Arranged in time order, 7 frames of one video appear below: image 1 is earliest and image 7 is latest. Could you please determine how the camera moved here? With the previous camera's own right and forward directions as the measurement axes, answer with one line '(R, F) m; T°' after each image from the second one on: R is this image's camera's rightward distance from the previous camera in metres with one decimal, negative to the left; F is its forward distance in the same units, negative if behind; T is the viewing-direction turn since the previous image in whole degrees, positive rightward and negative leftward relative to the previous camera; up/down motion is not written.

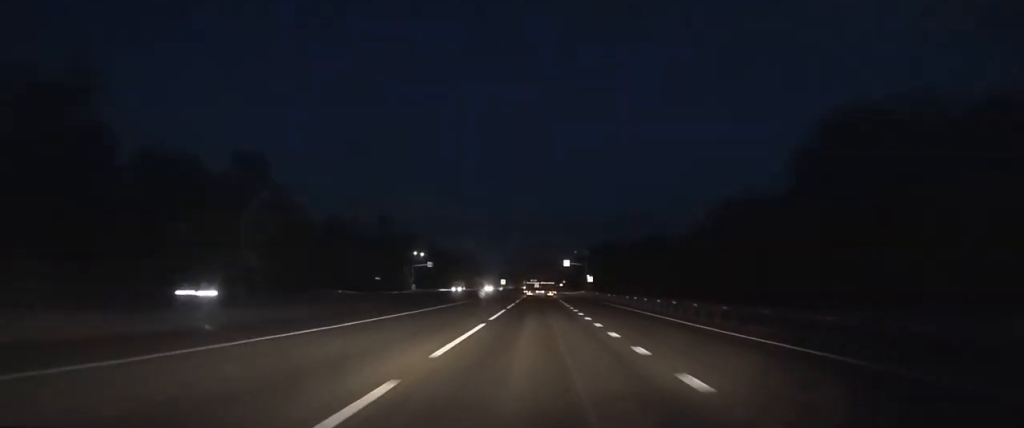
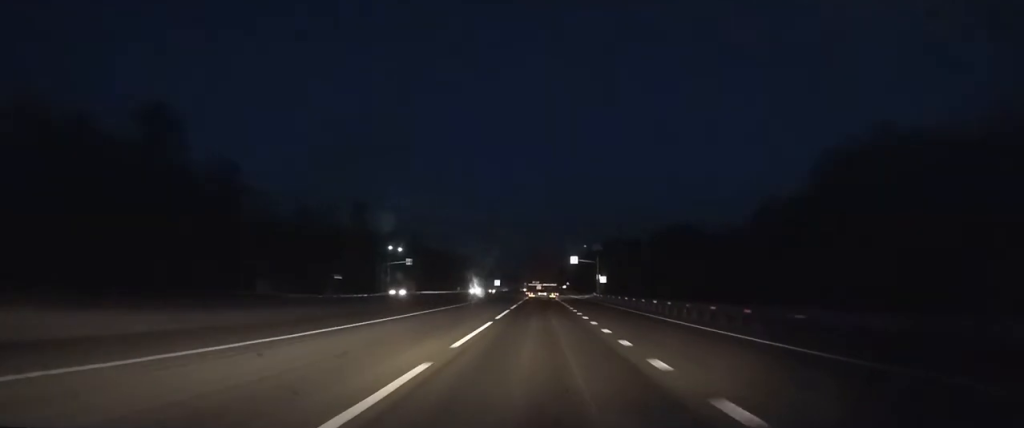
(0.0, +27.5) m; 0°
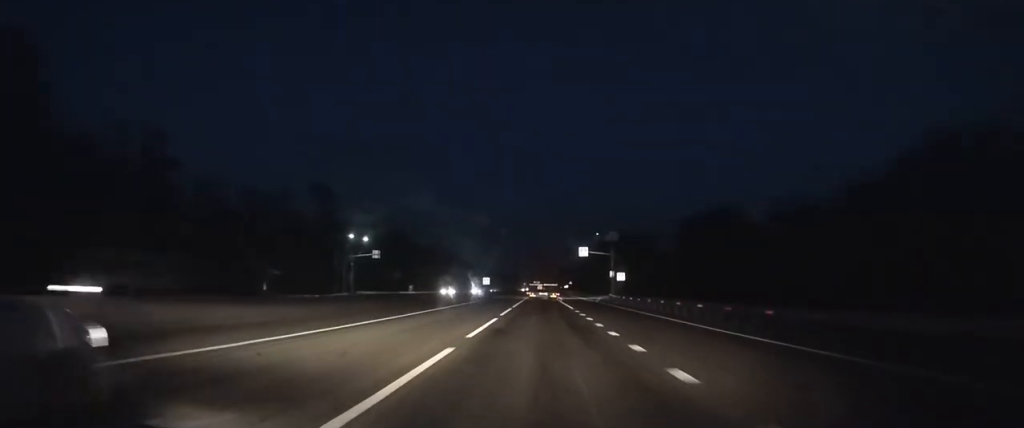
(-0.2, +29.2) m; -1°
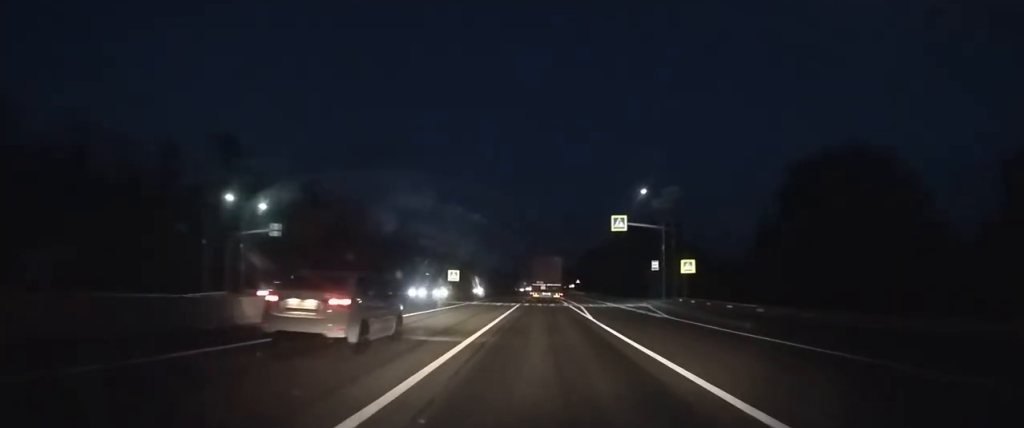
(0.0, +41.3) m; +1°
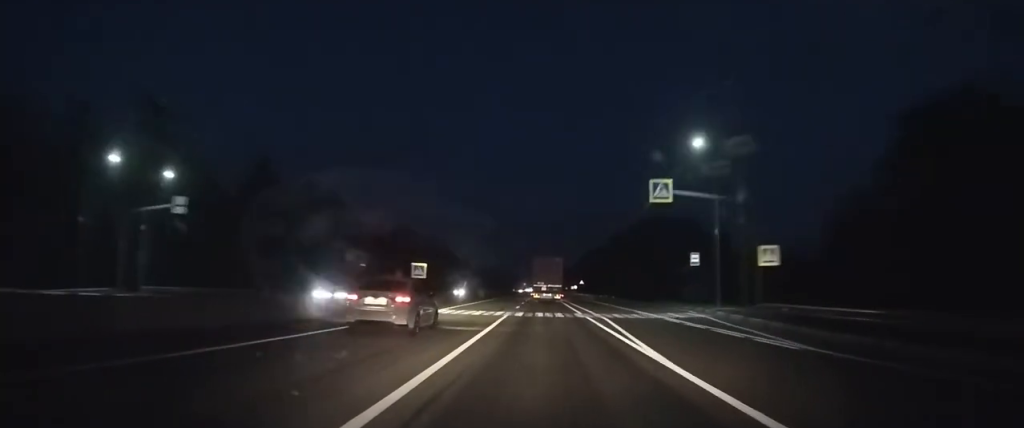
(+0.1, +16.5) m; +1°
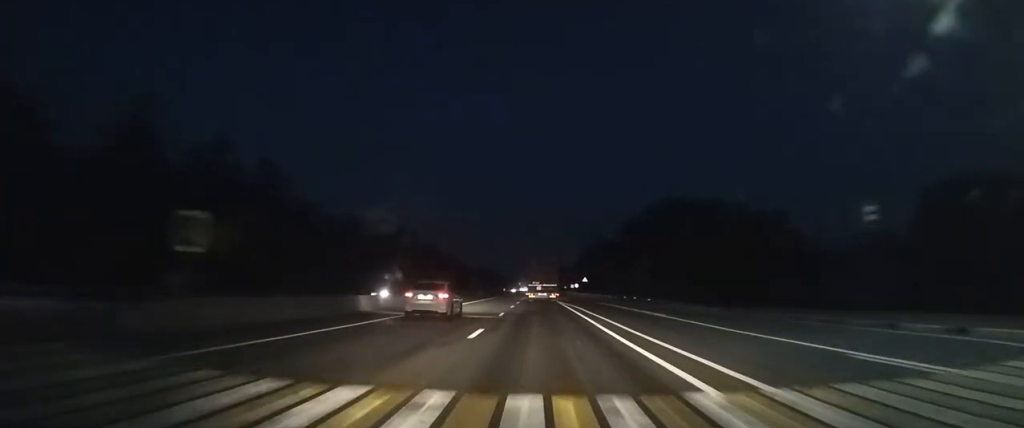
(+0.2, +24.3) m; 0°
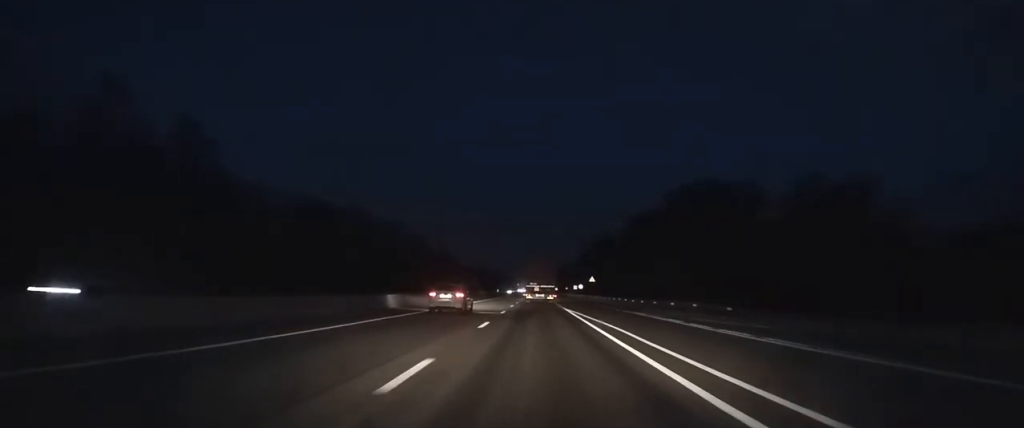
(0.0, +16.8) m; 0°
